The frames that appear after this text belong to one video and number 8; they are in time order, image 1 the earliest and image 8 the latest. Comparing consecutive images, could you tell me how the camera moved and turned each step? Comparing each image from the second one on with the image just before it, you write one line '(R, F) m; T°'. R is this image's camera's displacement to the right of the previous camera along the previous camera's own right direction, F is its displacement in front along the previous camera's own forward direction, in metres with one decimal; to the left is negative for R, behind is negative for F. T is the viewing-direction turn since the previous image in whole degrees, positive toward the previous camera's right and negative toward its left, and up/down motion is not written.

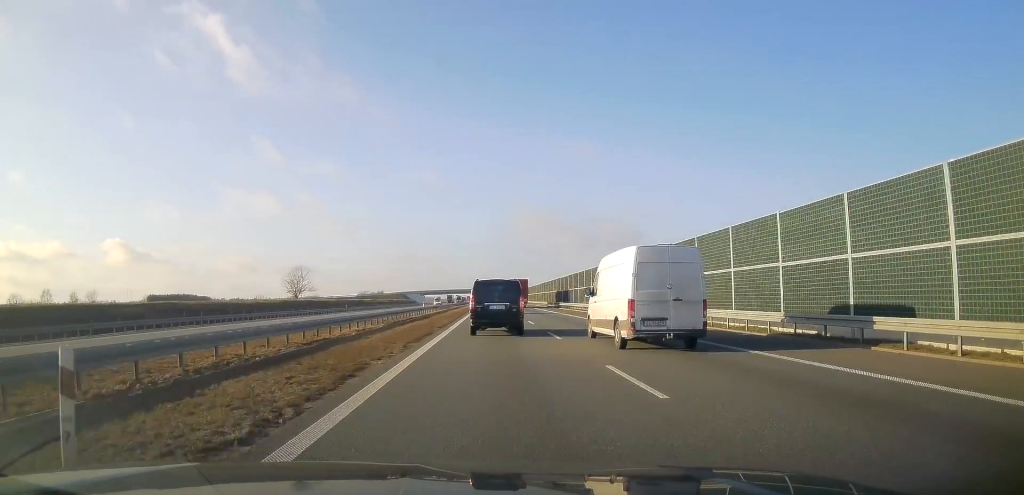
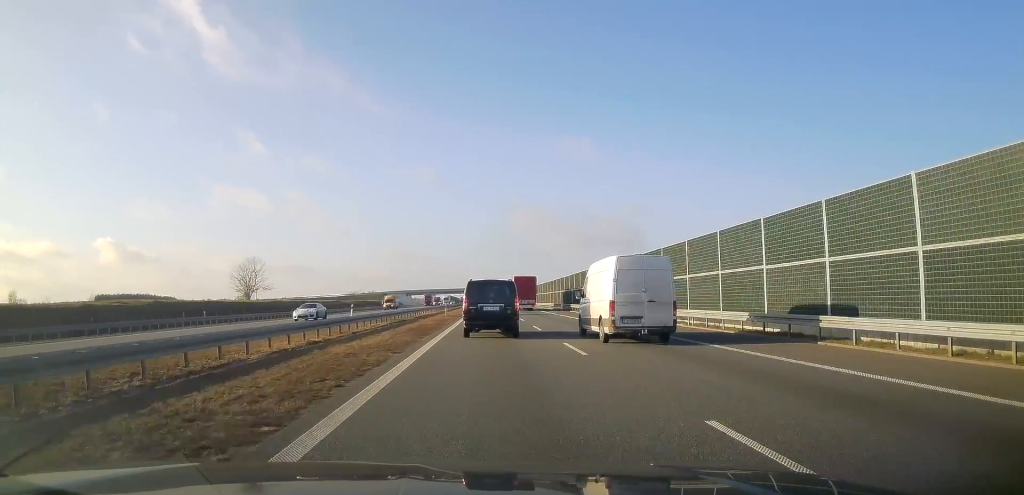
(+0.1, +53.6) m; -1°
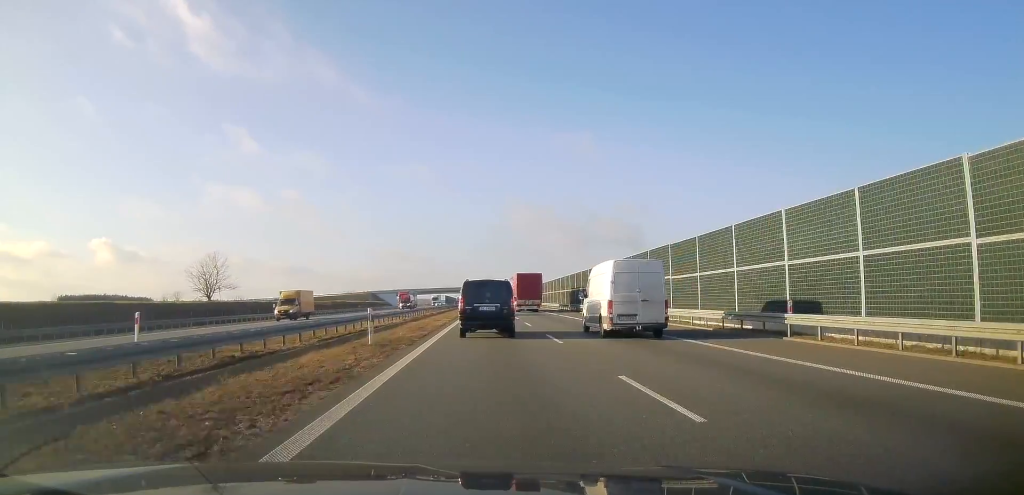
(-0.3, +32.2) m; 0°
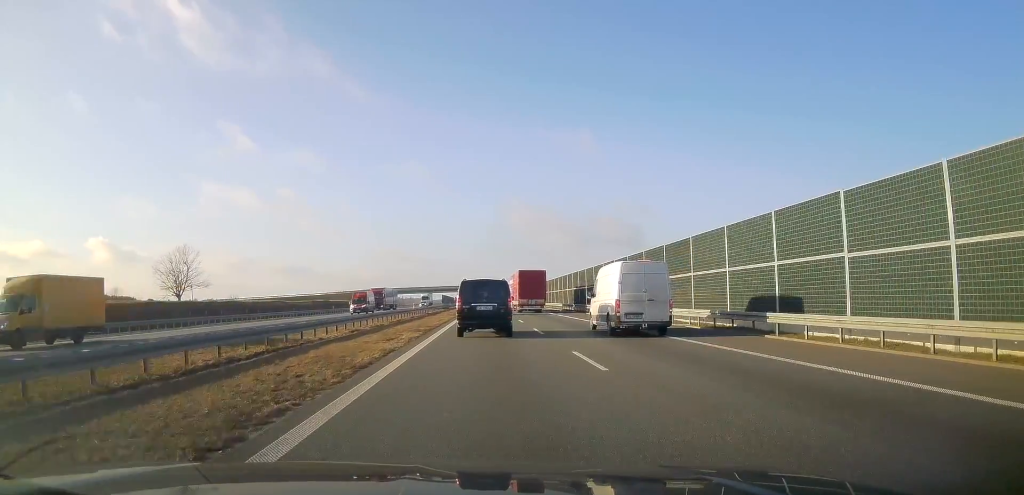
(0.0, +19.9) m; 0°
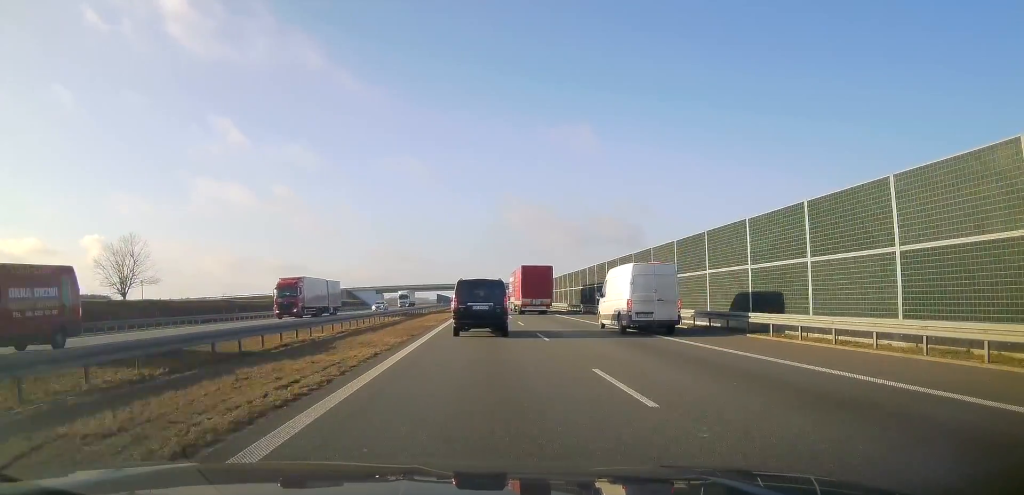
(+0.2, +27.3) m; +1°
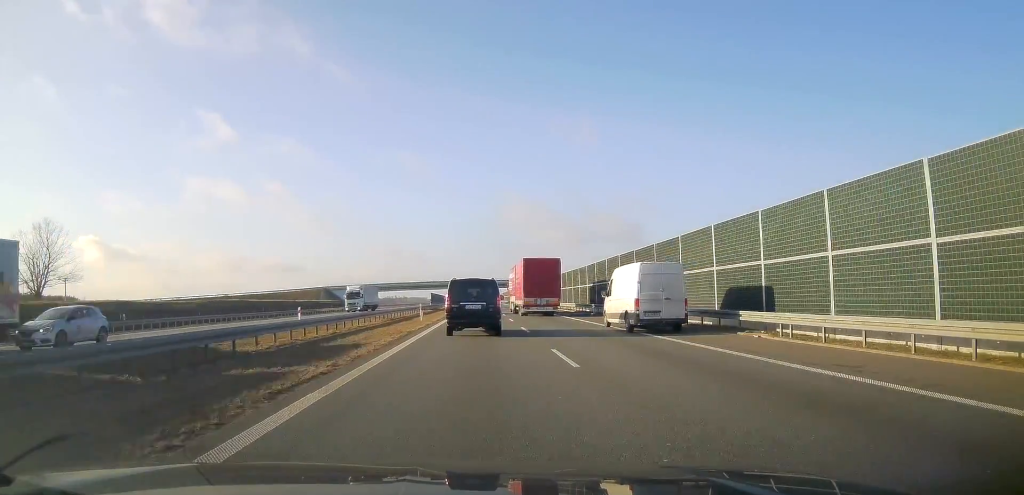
(0.0, +32.4) m; 0°
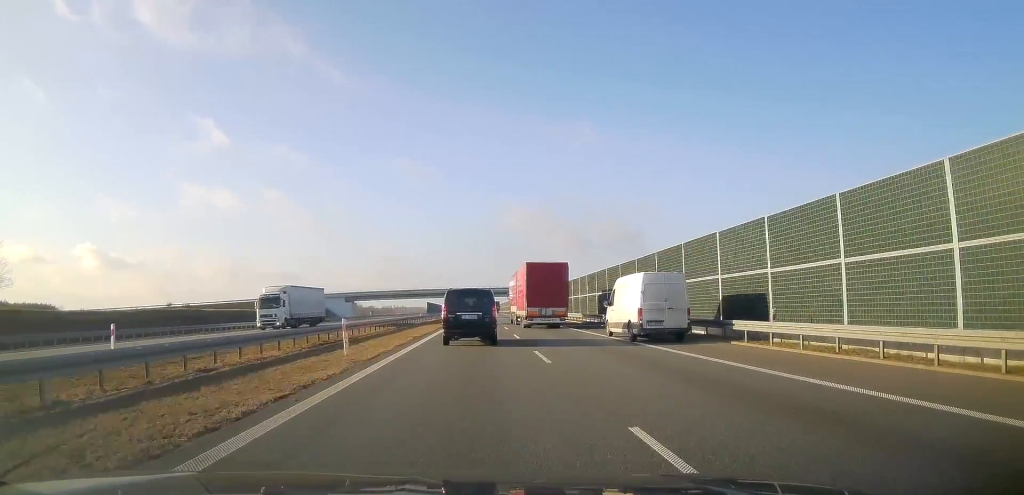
(0.0, +20.5) m; 0°
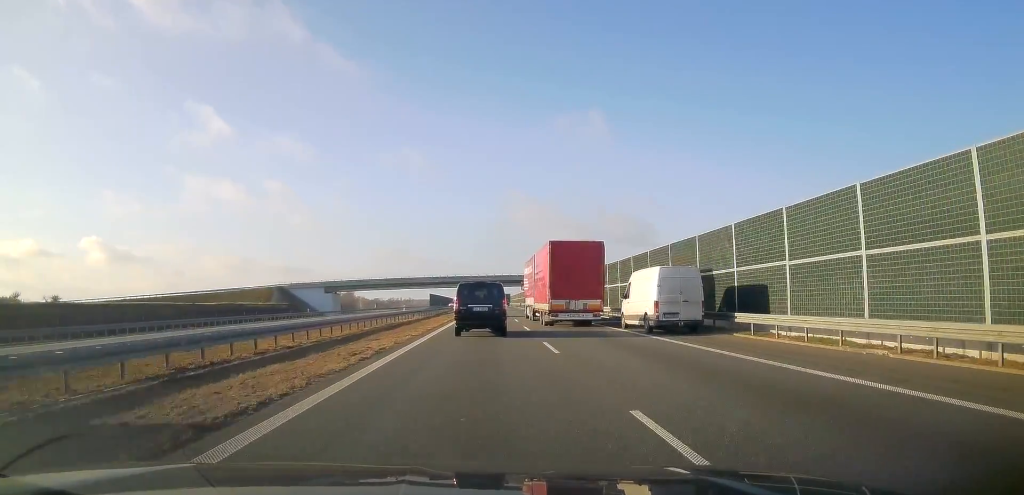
(+0.1, +36.1) m; 0°
